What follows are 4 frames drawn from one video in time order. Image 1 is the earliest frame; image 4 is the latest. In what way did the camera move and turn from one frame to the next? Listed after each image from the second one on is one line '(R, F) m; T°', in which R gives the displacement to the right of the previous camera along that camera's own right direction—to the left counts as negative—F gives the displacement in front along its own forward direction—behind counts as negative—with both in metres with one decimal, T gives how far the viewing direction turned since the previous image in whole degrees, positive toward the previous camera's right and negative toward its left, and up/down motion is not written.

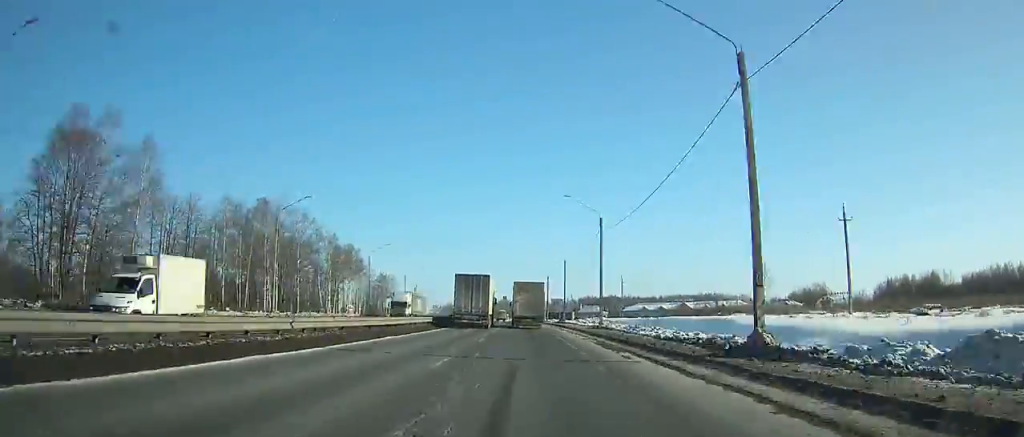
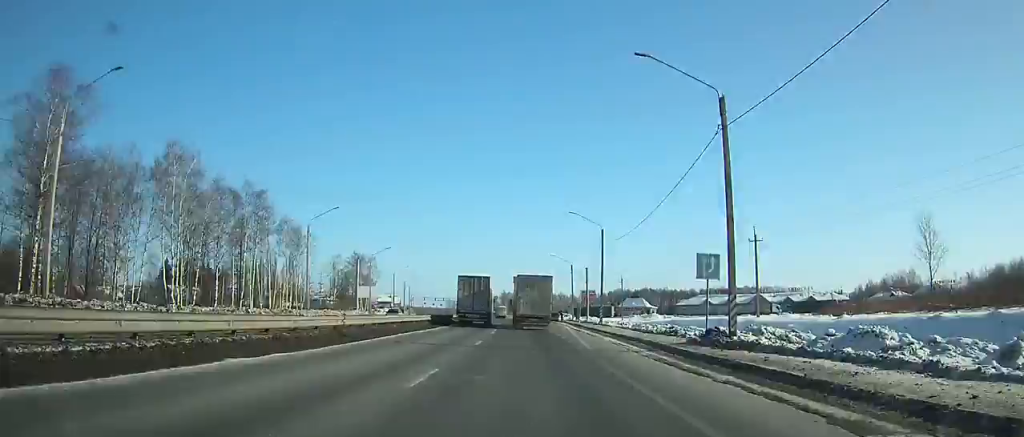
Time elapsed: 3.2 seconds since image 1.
(-1.0, +63.4) m; -2°
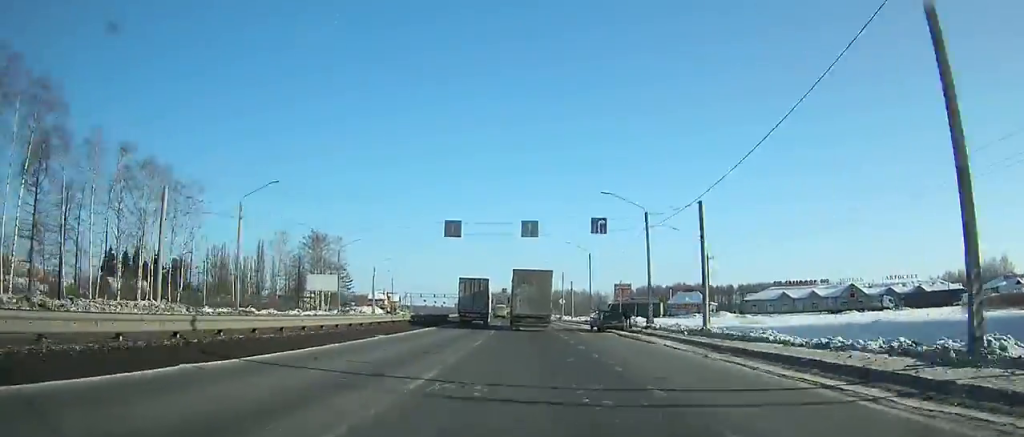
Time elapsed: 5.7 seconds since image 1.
(-0.7, +48.6) m; -2°
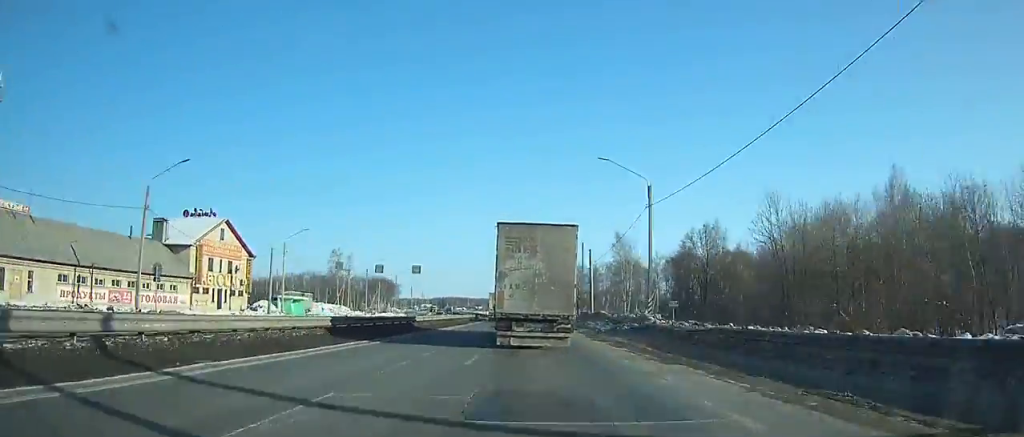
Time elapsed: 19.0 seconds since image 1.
(-21.9, +245.9) m; -9°
